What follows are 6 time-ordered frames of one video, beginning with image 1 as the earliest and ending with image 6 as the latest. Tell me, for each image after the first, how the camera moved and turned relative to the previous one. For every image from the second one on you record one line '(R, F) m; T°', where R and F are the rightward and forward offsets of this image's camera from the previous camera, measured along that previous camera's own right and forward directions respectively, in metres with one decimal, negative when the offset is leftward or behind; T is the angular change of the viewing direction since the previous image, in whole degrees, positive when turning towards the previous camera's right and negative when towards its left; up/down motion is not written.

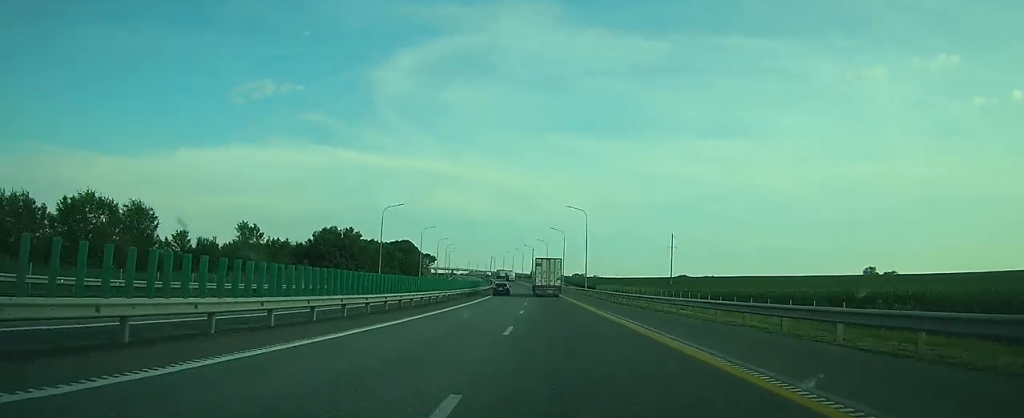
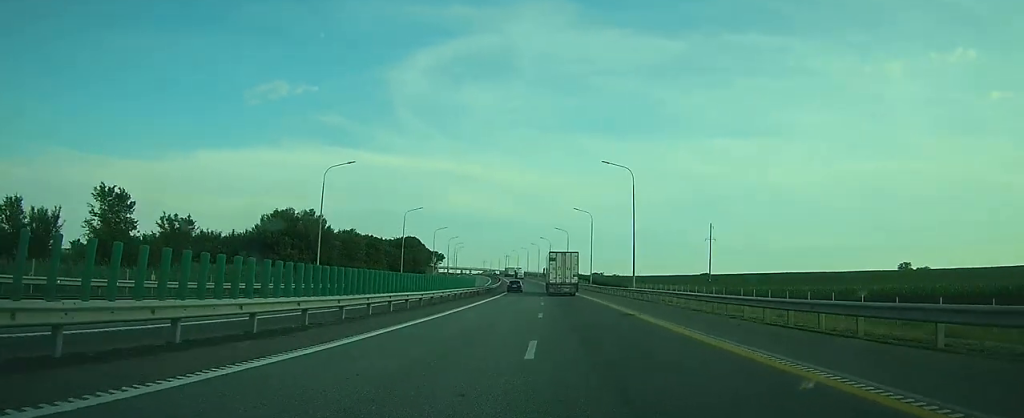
(-0.4, +29.4) m; -2°
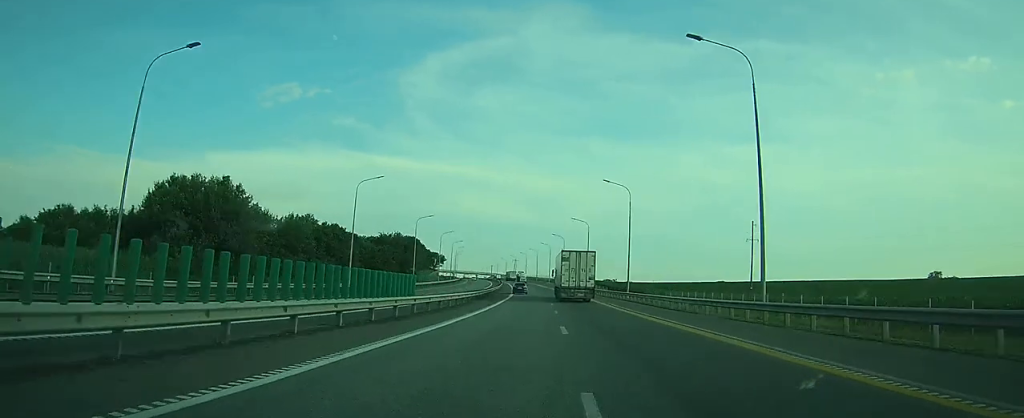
(-0.4, +29.5) m; -2°
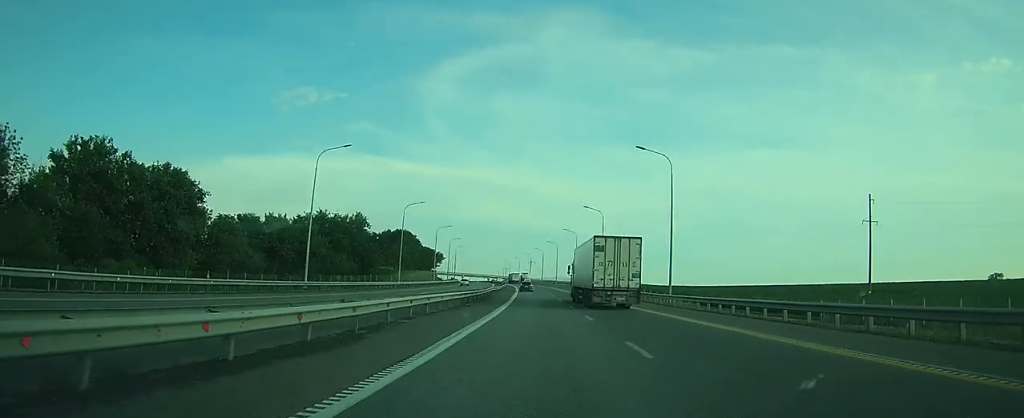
(-1.0, +53.2) m; -2°
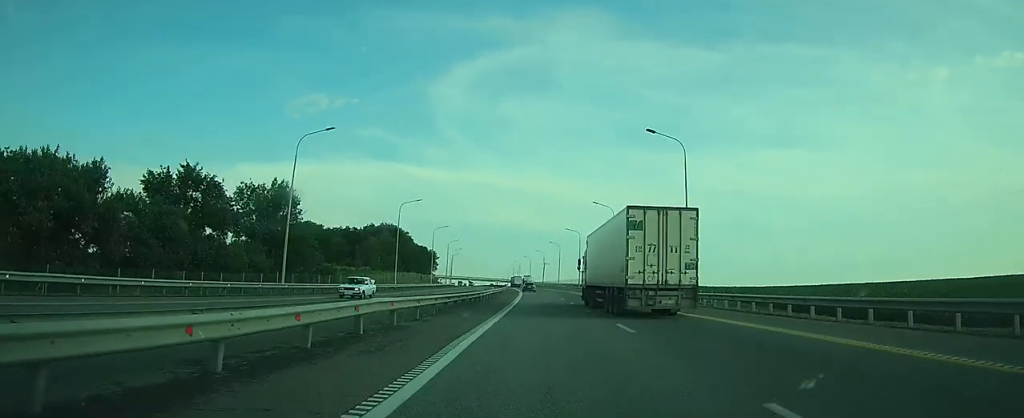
(-0.5, +43.3) m; -1°
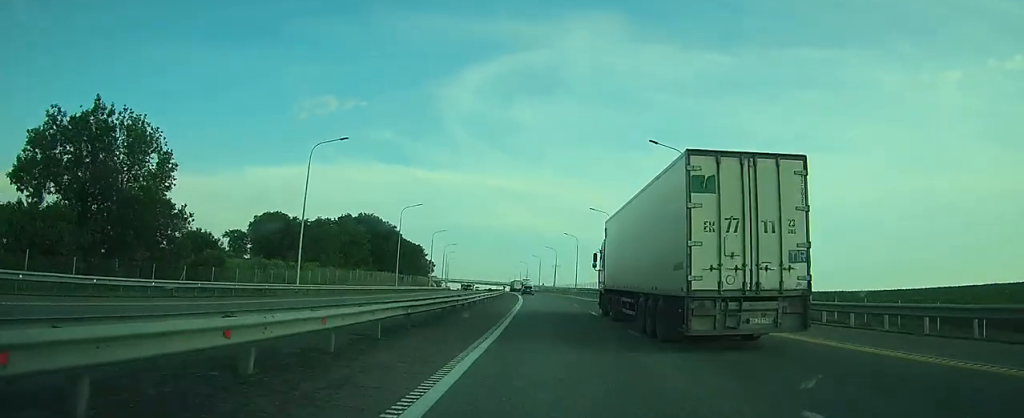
(-0.3, +36.2) m; -1°
